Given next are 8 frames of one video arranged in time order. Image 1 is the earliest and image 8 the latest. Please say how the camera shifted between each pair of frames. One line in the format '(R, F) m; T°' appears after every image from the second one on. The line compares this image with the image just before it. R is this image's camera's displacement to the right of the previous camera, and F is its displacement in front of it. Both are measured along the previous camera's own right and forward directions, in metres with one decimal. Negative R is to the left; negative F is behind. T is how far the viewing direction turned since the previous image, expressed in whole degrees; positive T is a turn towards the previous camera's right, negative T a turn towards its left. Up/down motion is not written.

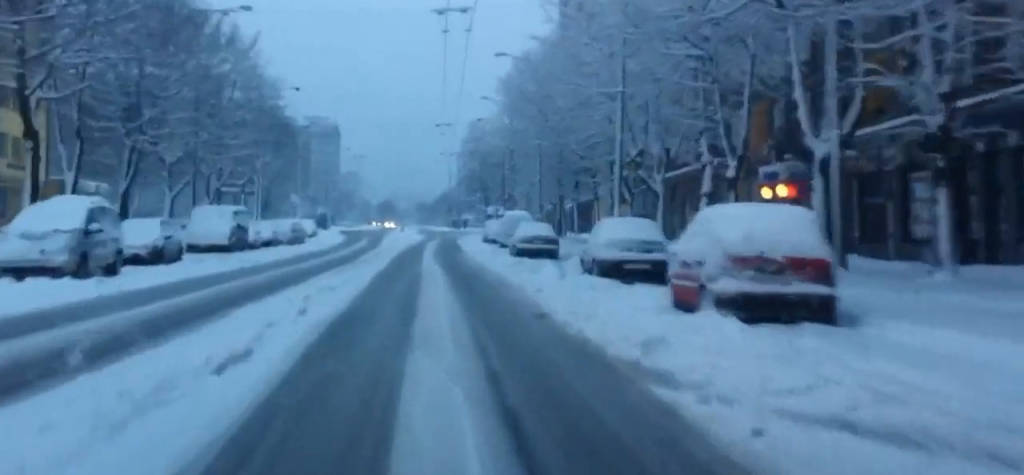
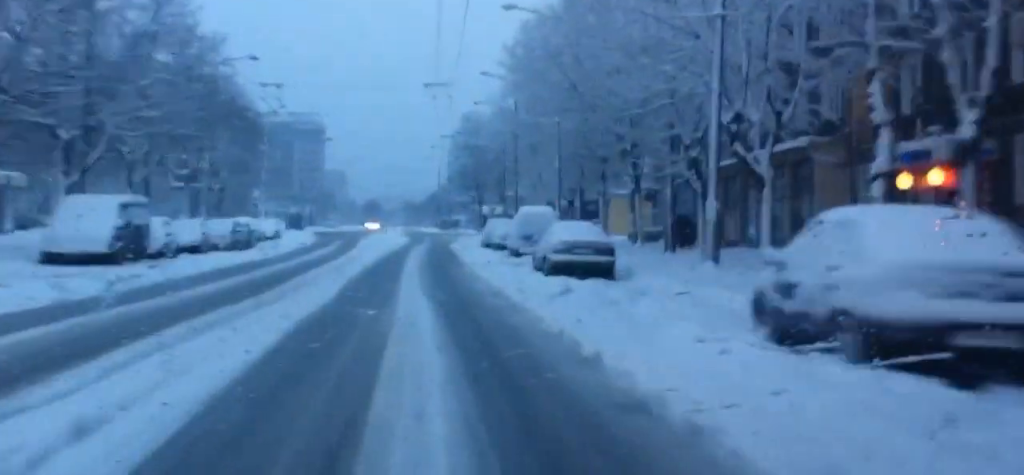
(-0.1, +16.4) m; 0°
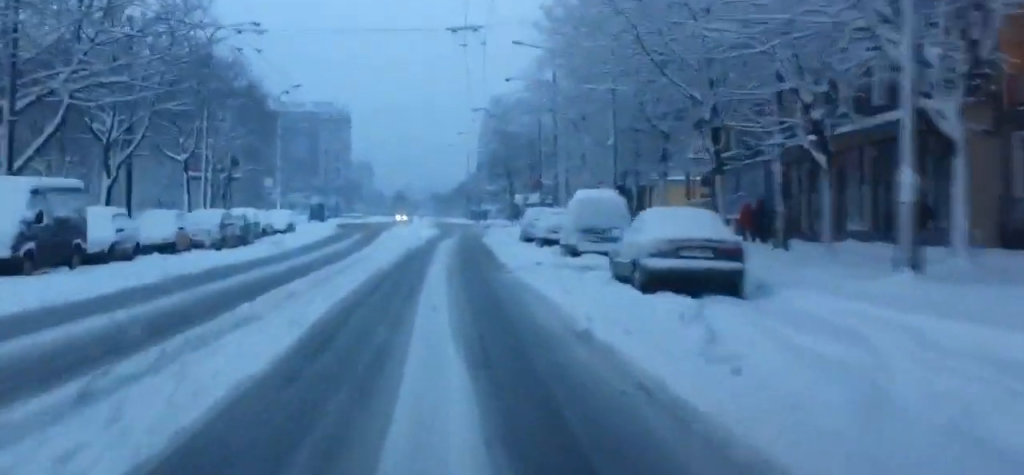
(0.0, +10.2) m; +1°
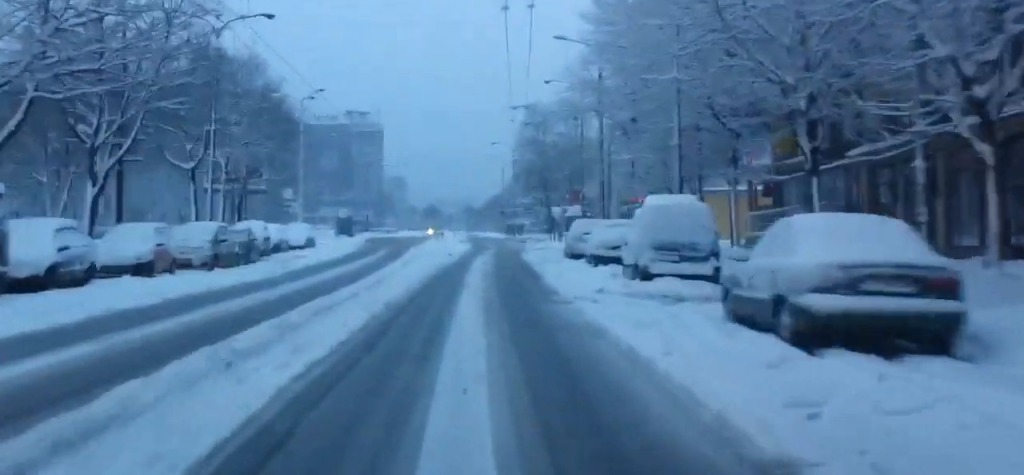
(0.0, +6.8) m; +1°
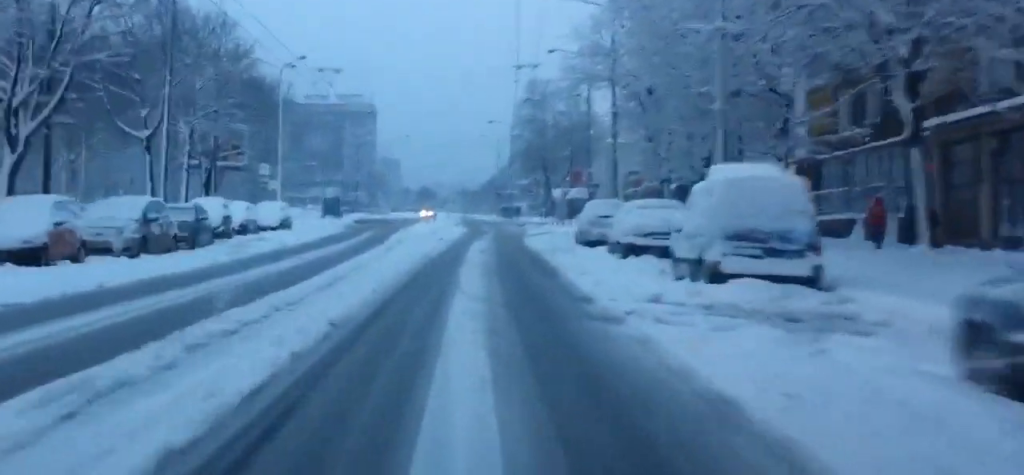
(0.0, +7.2) m; +1°
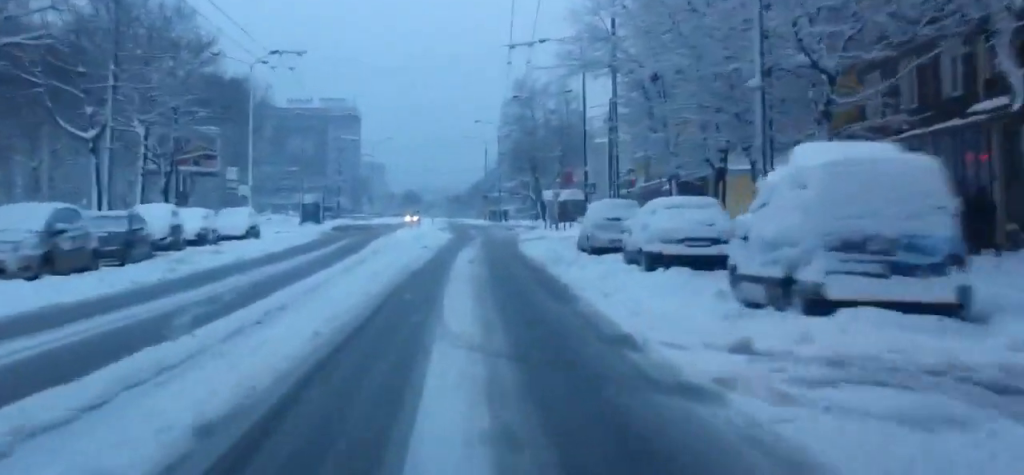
(+0.1, +5.5) m; +1°
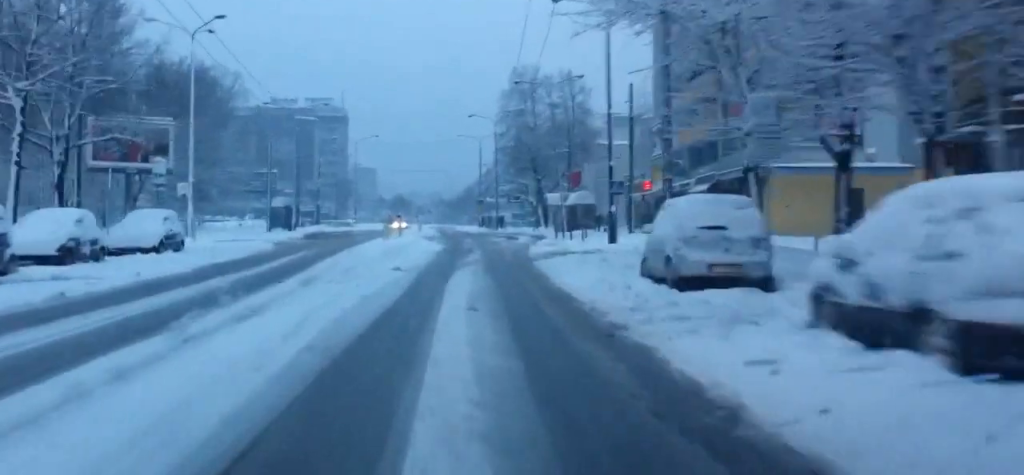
(+0.3, +14.1) m; +2°
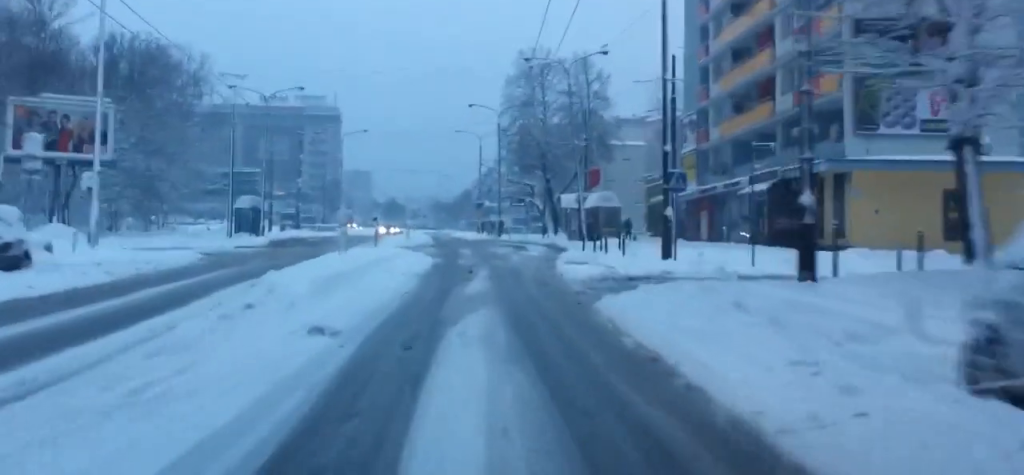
(+0.1, +14.7) m; 0°
